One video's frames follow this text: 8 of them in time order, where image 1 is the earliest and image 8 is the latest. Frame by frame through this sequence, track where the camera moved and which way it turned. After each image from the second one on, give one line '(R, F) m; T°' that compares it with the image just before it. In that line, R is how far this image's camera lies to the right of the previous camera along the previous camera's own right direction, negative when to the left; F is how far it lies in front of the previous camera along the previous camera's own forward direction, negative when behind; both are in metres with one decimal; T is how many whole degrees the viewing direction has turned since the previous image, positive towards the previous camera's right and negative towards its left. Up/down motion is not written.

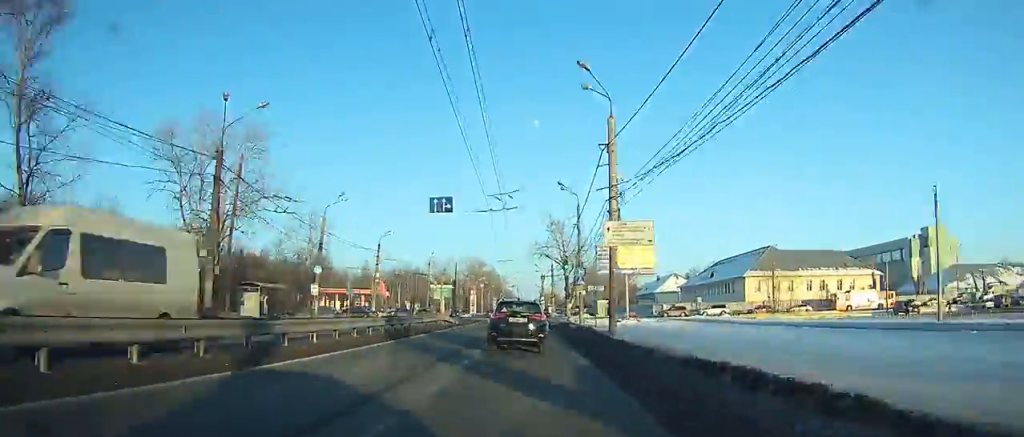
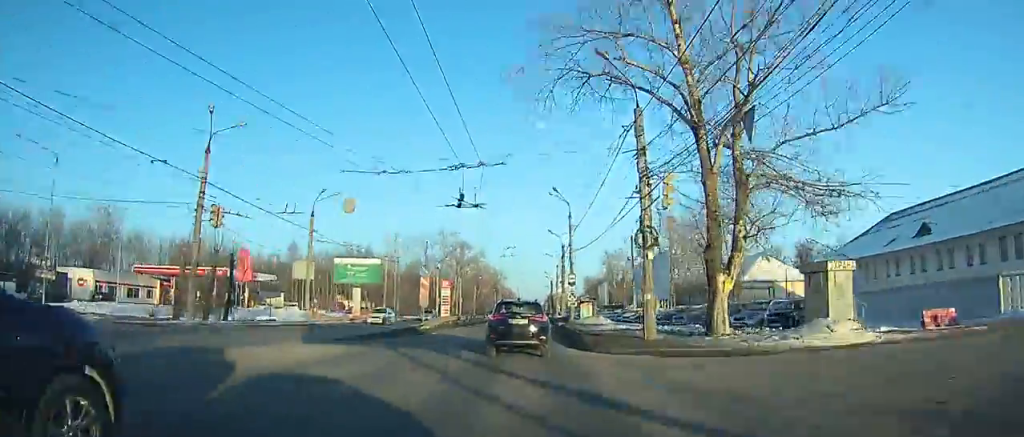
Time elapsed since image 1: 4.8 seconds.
(-0.3, +84.0) m; +1°
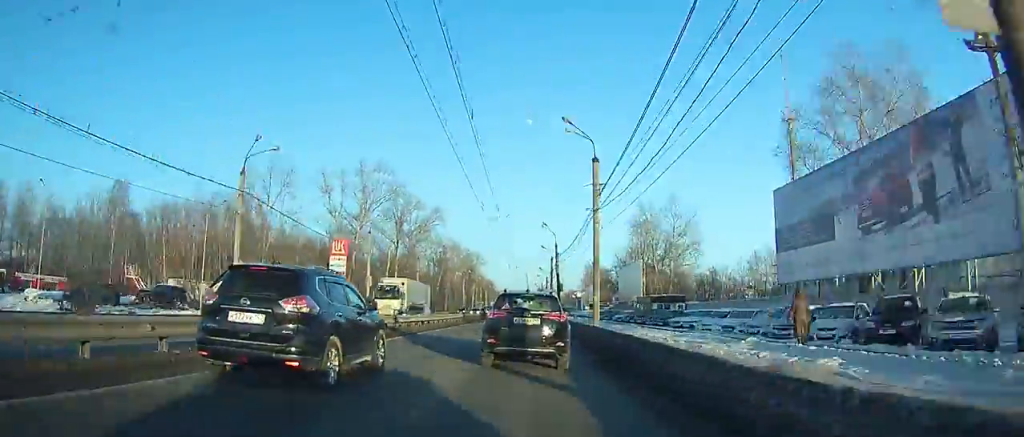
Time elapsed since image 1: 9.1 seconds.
(-0.3, +71.1) m; -2°
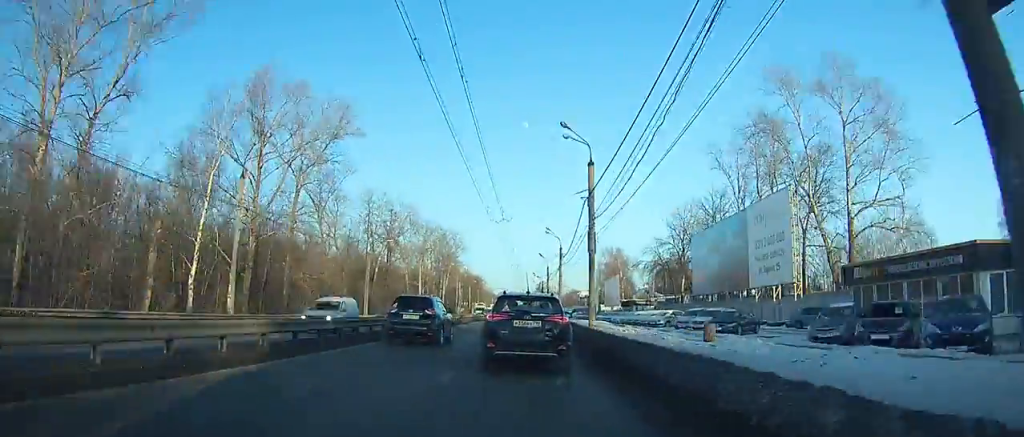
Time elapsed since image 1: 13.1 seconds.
(+0.3, +57.5) m; +2°
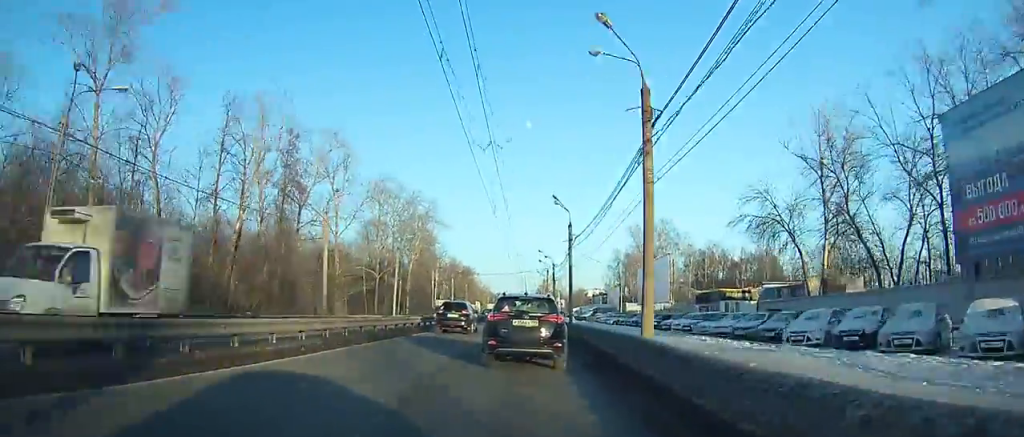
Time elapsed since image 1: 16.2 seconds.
(+0.2, +43.8) m; 0°
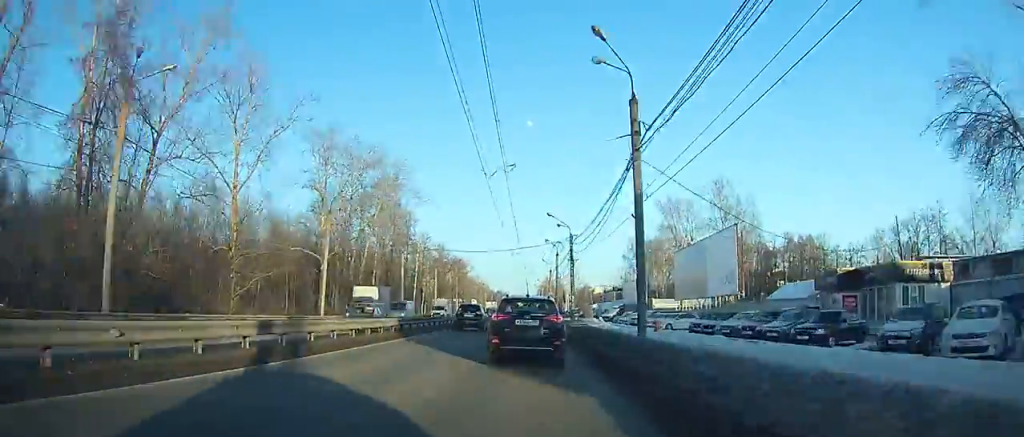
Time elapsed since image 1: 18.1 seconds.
(-0.1, +27.4) m; 0°
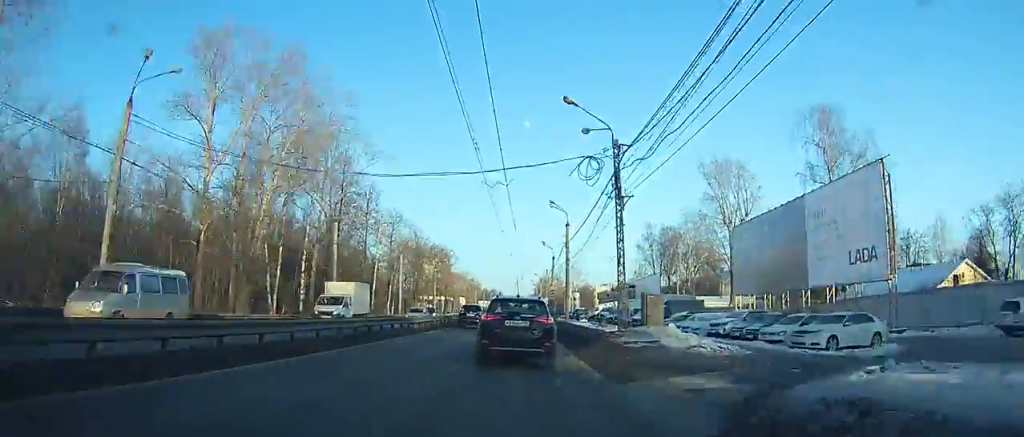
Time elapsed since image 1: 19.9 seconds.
(0.0, +26.2) m; 0°
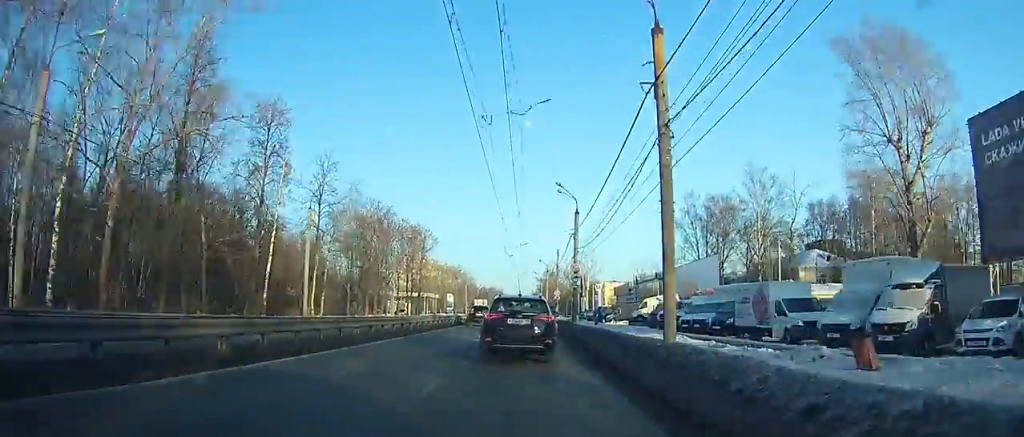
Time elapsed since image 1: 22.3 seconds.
(+0.1, +35.4) m; 0°
